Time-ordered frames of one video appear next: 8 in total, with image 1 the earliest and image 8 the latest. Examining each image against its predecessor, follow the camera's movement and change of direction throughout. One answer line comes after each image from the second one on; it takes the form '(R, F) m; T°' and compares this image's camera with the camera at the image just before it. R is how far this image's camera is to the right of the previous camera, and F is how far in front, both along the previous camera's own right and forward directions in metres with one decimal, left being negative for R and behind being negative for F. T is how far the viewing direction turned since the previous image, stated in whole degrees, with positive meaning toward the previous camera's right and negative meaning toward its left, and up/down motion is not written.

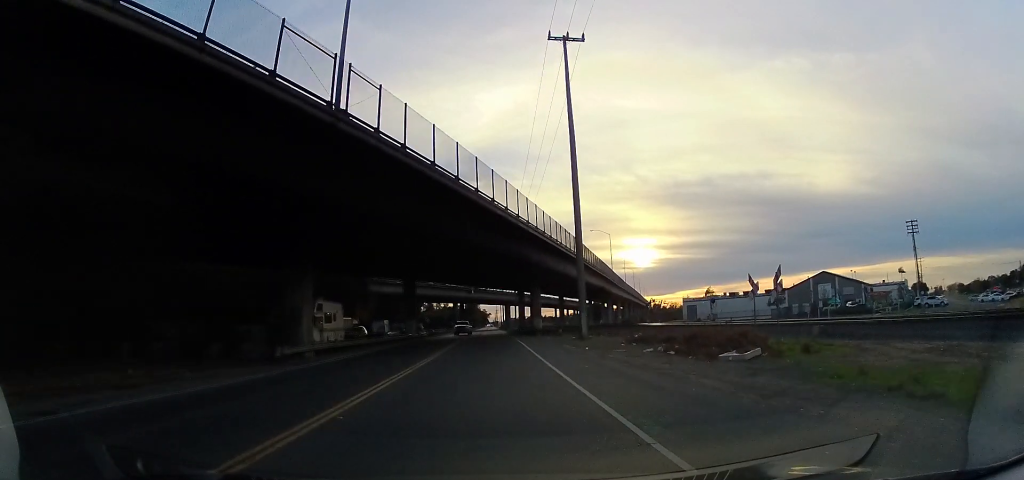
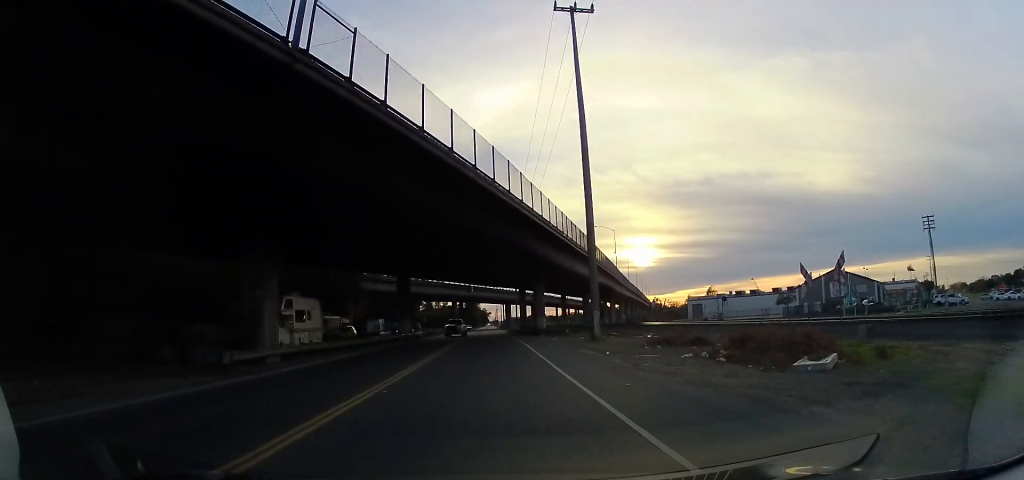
(-0.2, +4.6) m; +2°
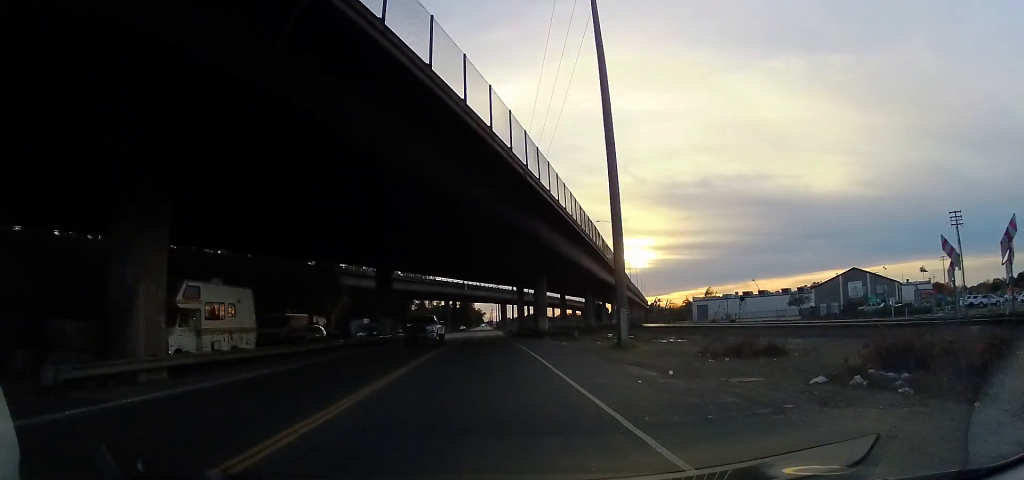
(+0.5, +7.7) m; +1°
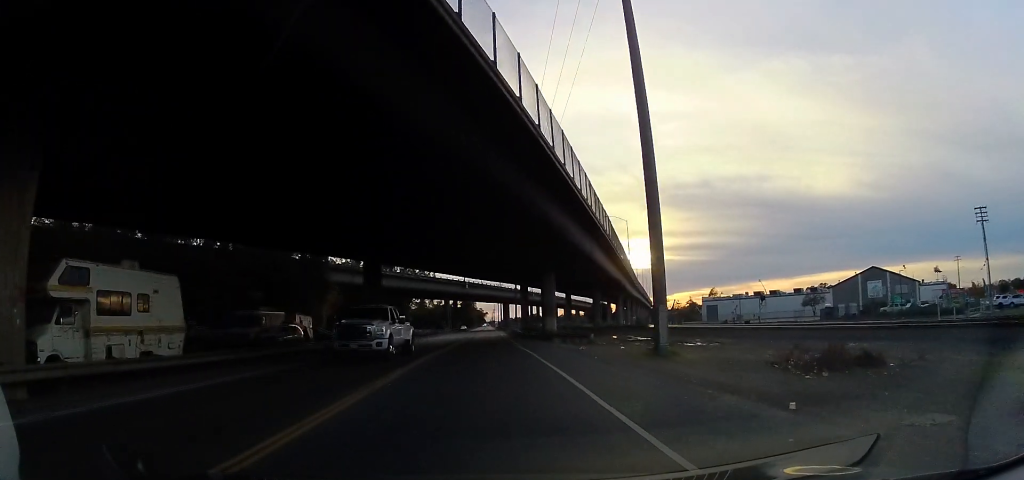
(0.0, +5.4) m; 0°
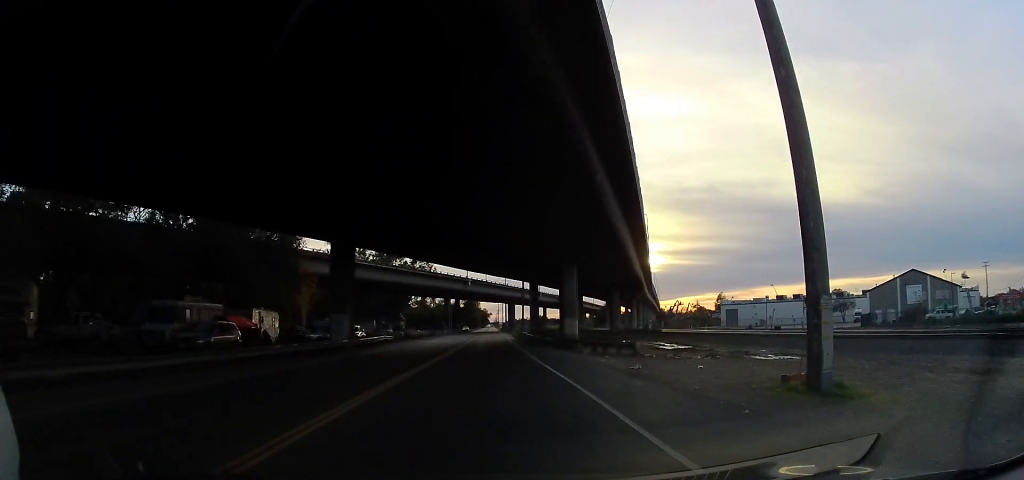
(-0.2, +9.9) m; -2°
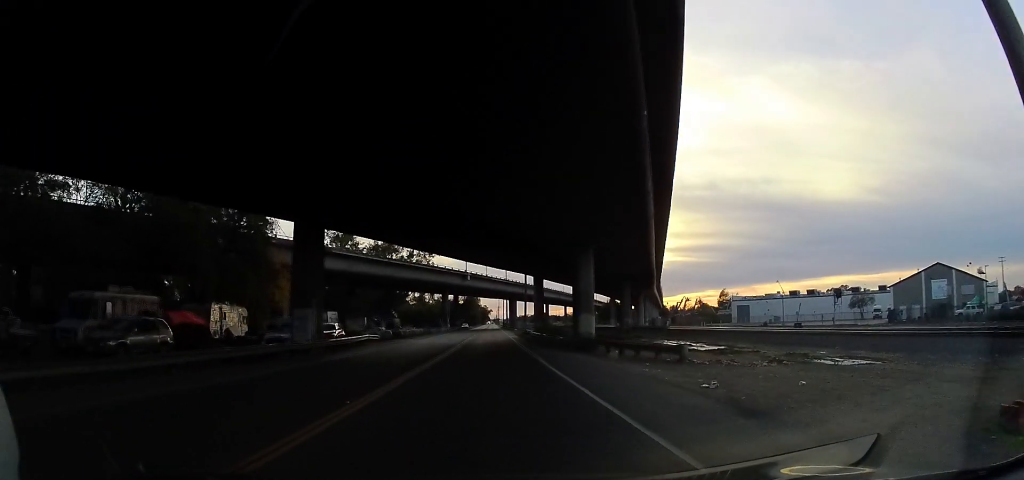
(+0.1, +6.3) m; -1°
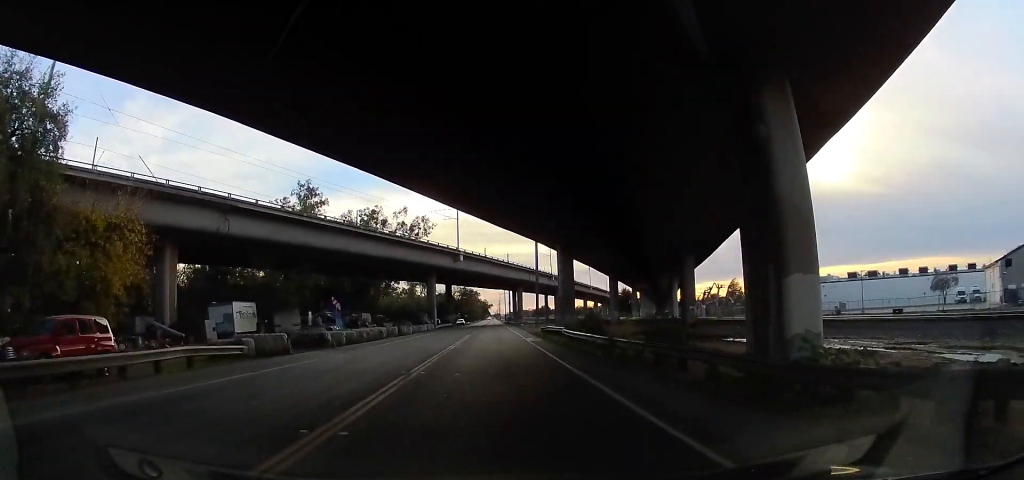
(-0.2, +23.8) m; -2°
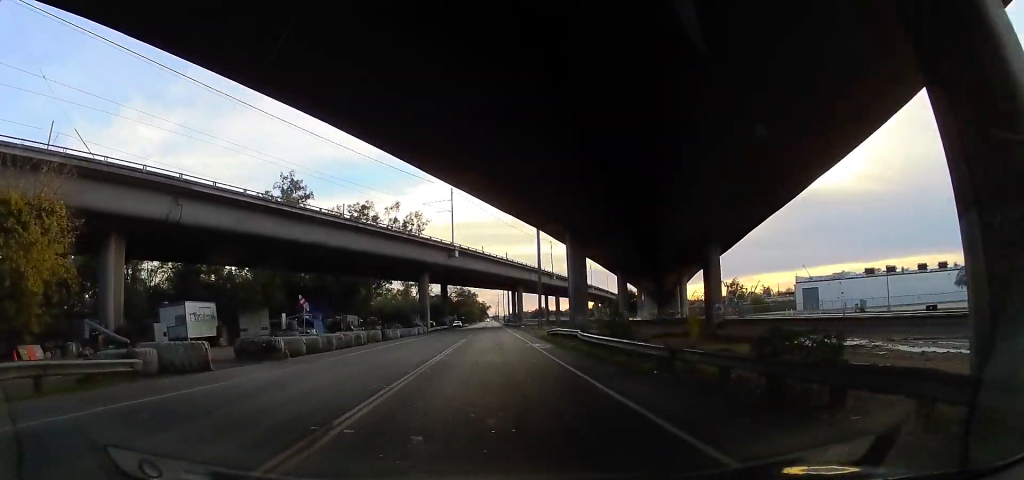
(-0.4, +6.6) m; +1°
